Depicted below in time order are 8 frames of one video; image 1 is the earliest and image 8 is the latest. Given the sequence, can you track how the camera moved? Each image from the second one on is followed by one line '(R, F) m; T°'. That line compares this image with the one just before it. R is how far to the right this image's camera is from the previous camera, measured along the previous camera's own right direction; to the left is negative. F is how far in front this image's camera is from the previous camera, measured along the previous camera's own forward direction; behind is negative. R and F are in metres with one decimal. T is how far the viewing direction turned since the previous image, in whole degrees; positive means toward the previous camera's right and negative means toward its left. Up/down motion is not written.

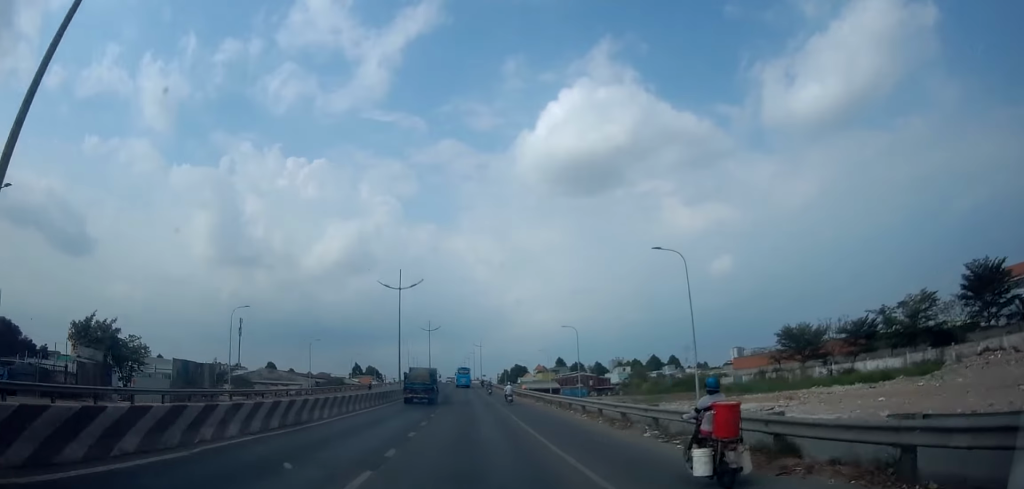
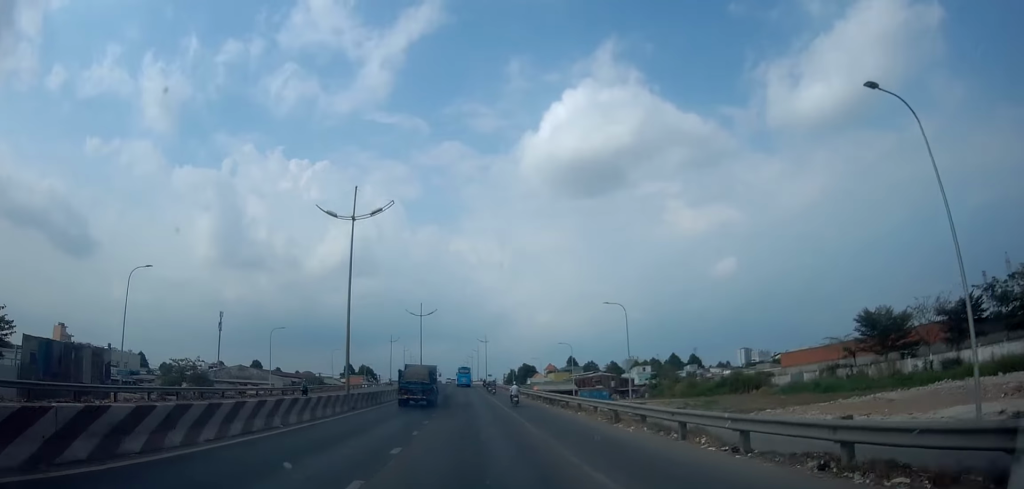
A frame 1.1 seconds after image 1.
(-0.5, +19.4) m; -3°
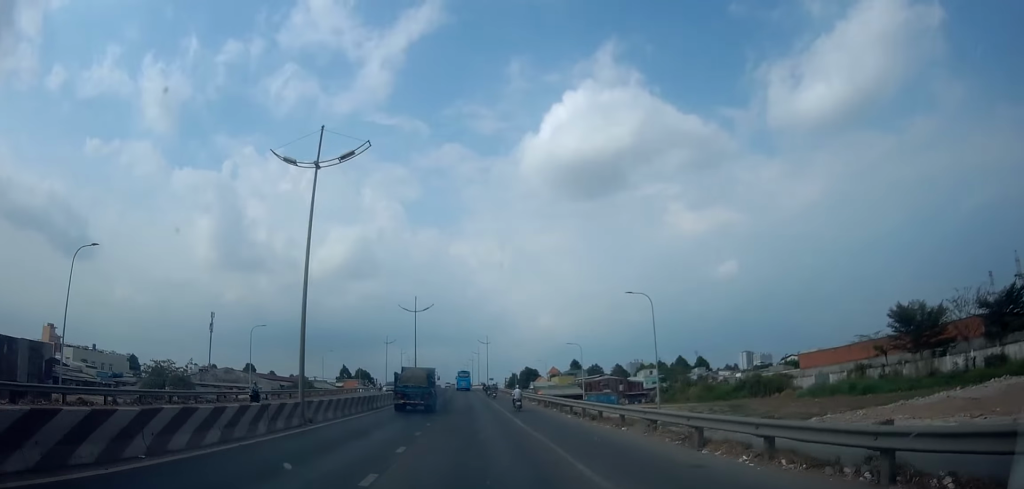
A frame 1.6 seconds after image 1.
(-0.4, +7.0) m; 0°
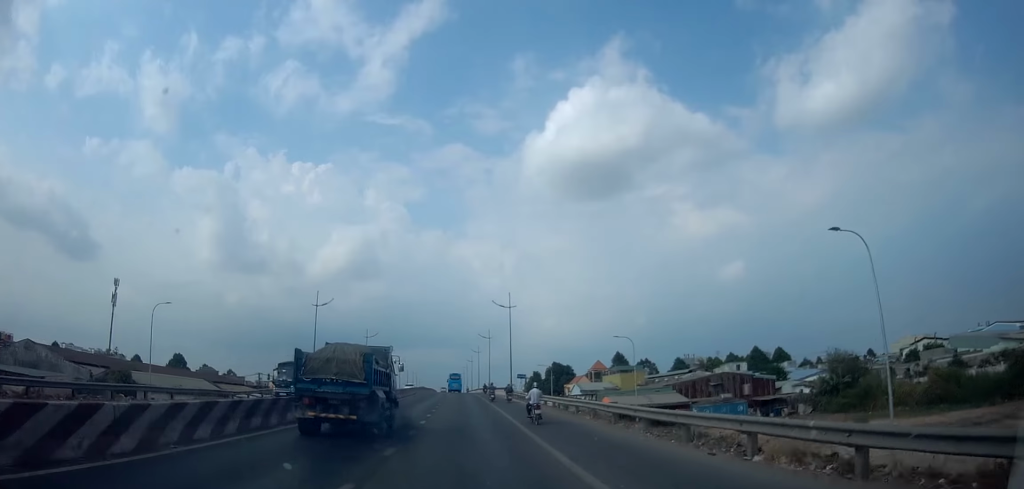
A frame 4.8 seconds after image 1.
(+2.4, +56.7) m; 0°
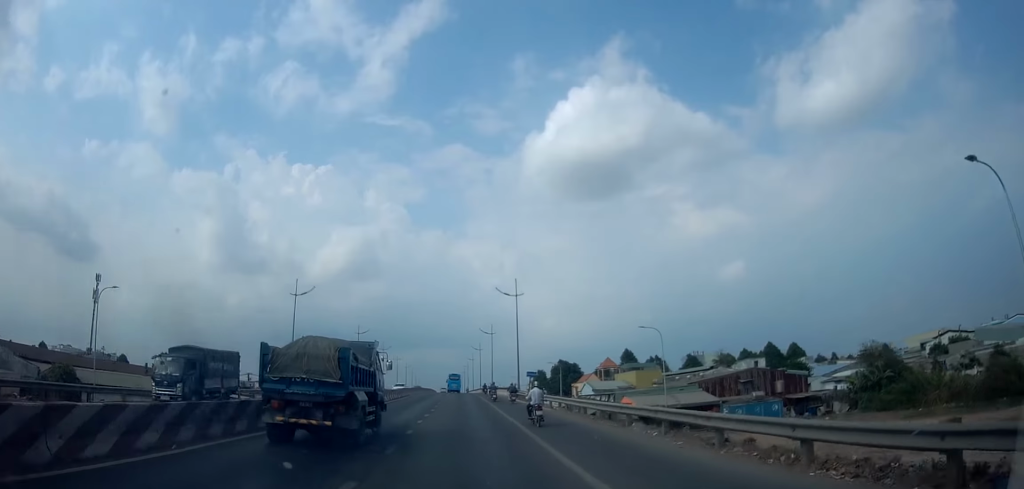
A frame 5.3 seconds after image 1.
(-0.4, +8.1) m; 0°
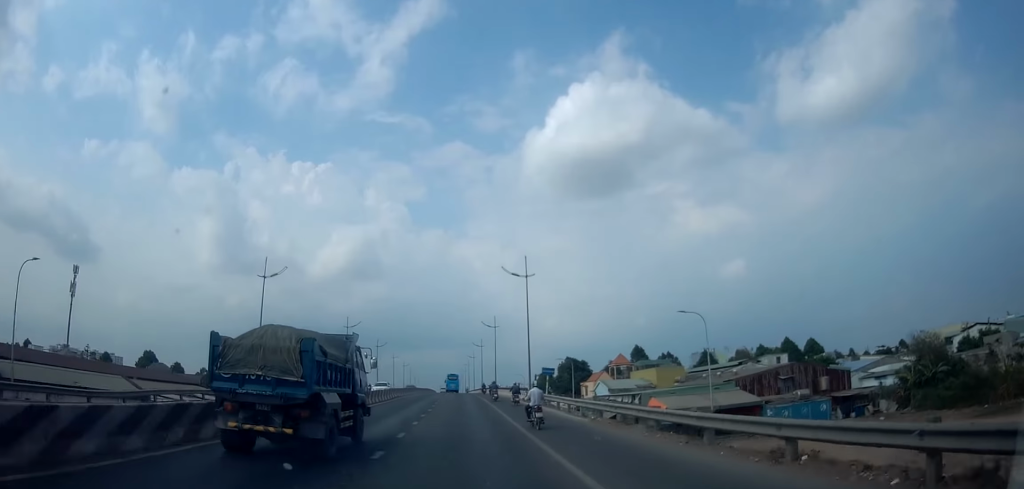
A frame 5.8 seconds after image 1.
(-0.3, +8.8) m; 0°
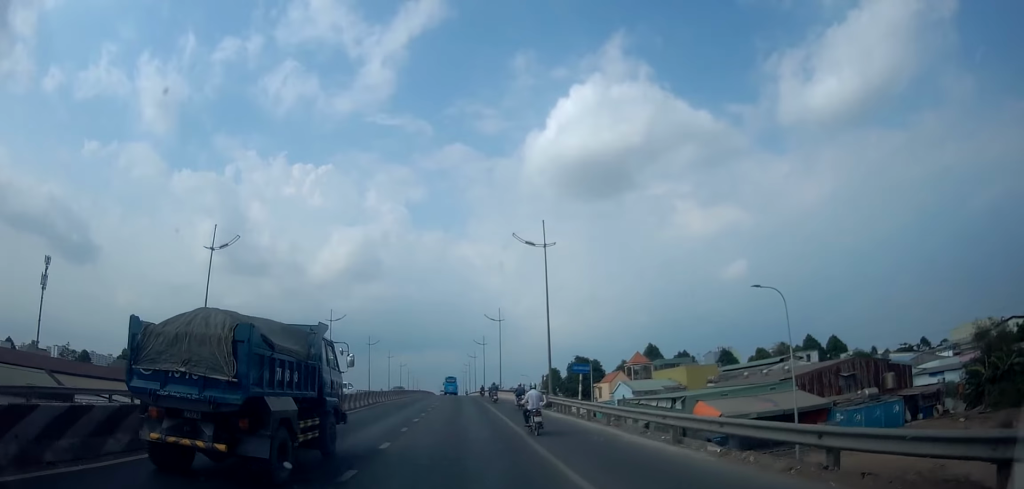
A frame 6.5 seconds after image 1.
(+0.6, +10.4) m; 0°
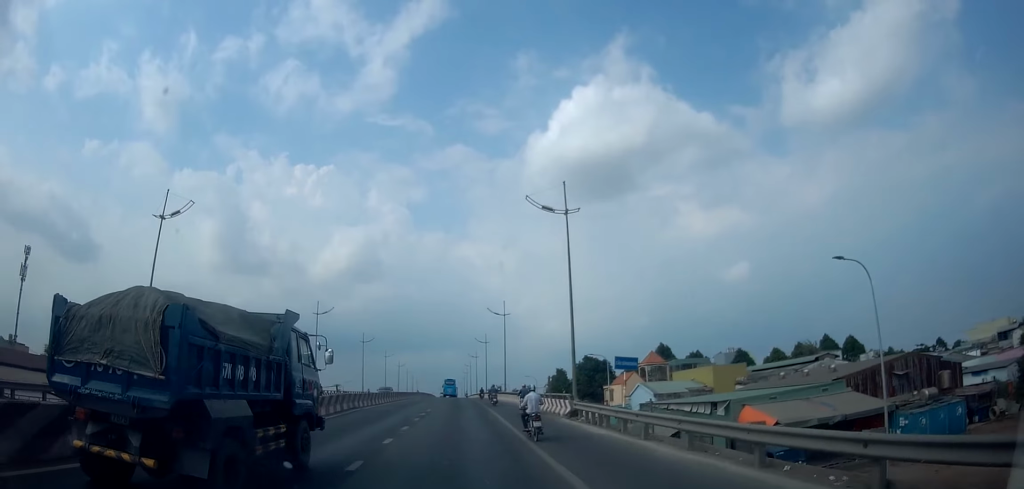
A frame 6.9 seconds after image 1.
(+0.1, +7.2) m; 0°
